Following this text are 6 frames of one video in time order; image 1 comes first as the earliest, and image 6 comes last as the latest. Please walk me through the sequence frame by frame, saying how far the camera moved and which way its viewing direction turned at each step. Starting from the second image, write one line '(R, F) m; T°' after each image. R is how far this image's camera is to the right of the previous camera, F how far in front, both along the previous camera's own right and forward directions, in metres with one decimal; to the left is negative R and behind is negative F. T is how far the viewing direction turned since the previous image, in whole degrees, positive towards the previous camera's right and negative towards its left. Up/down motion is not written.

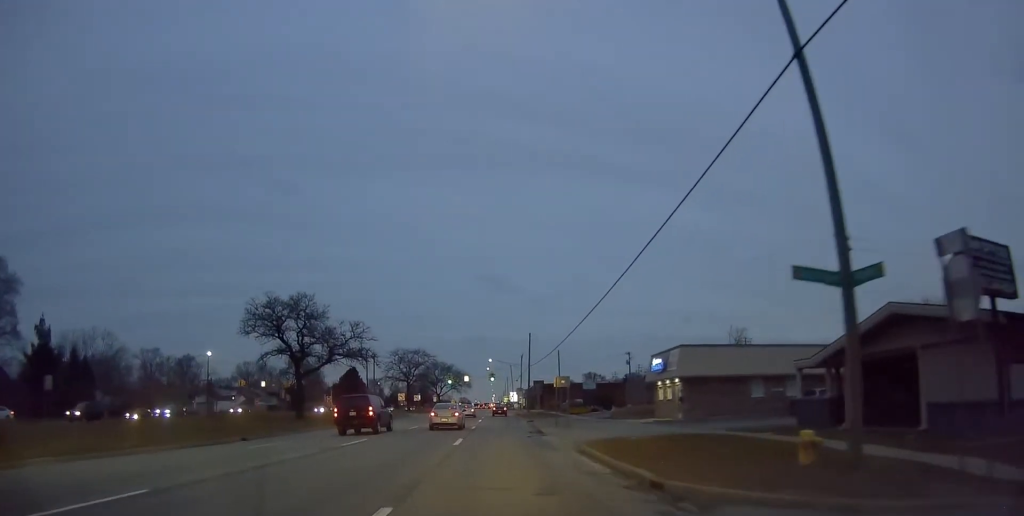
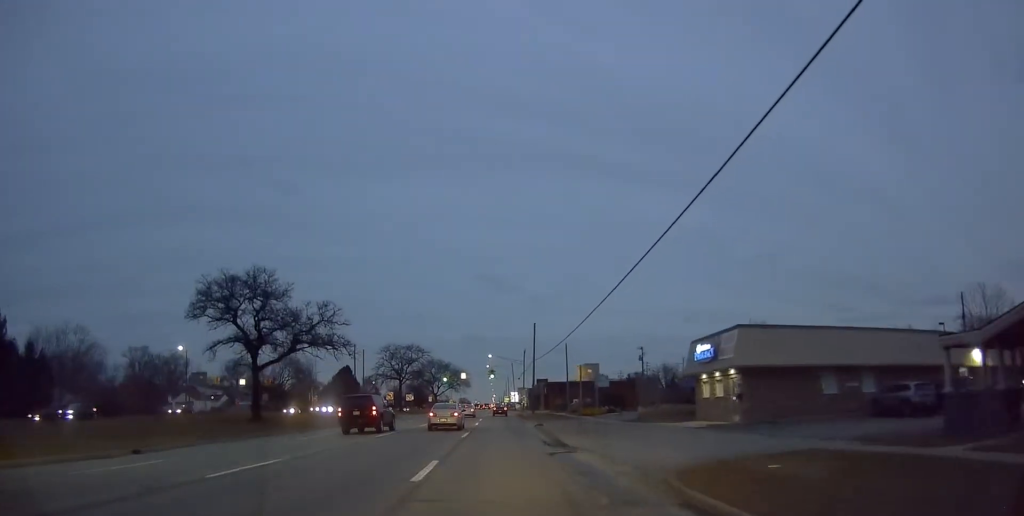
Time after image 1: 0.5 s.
(+0.2, +9.8) m; 0°
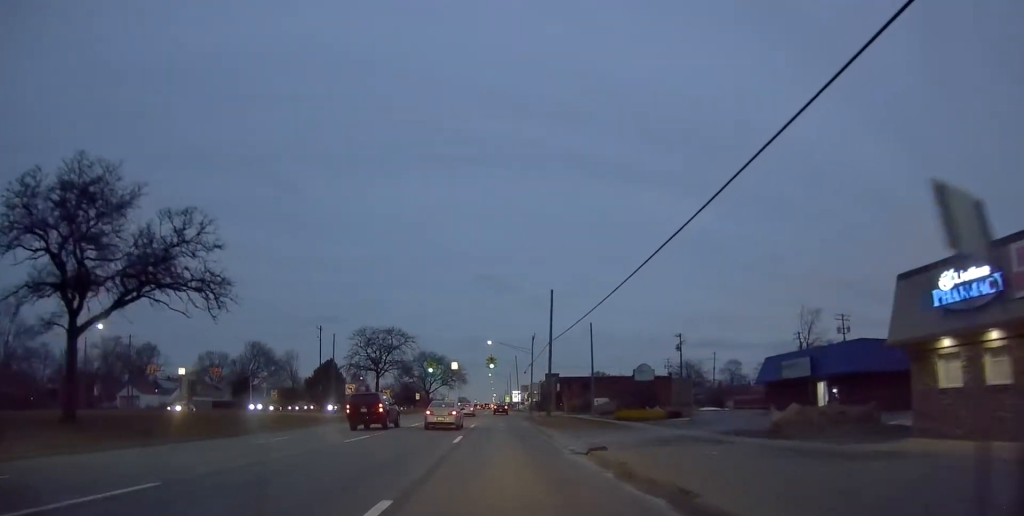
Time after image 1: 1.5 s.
(-0.3, +20.9) m; 0°
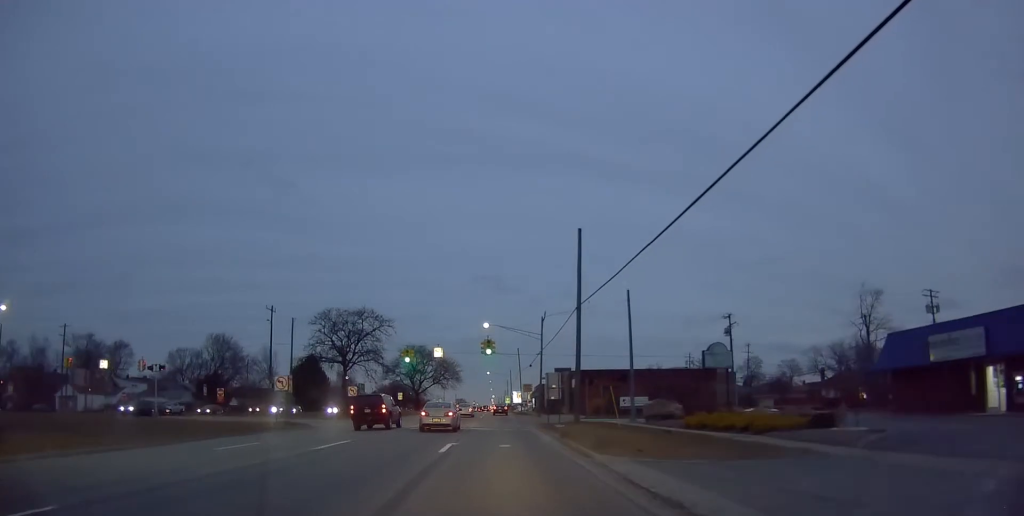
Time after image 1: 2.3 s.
(+0.4, +18.0) m; -1°
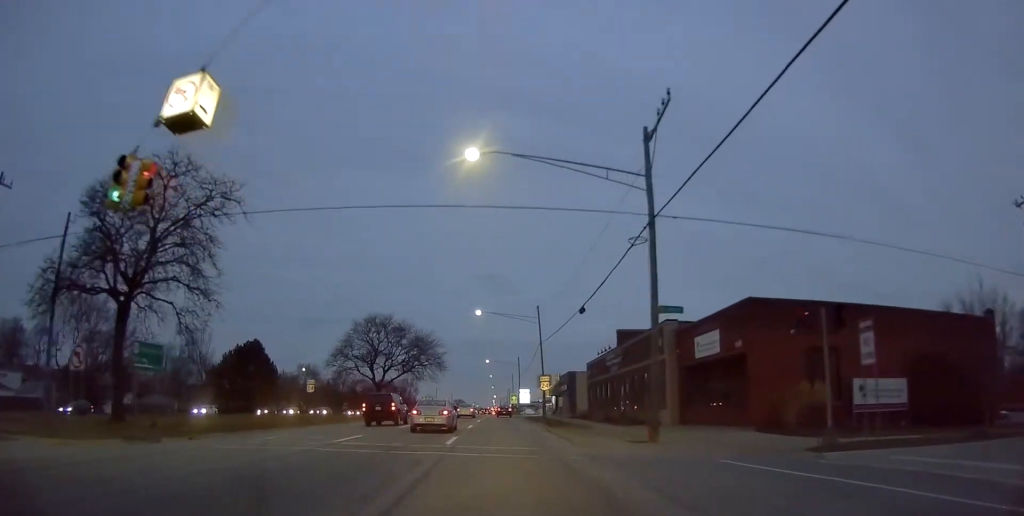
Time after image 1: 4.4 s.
(-0.1, +42.4) m; +2°
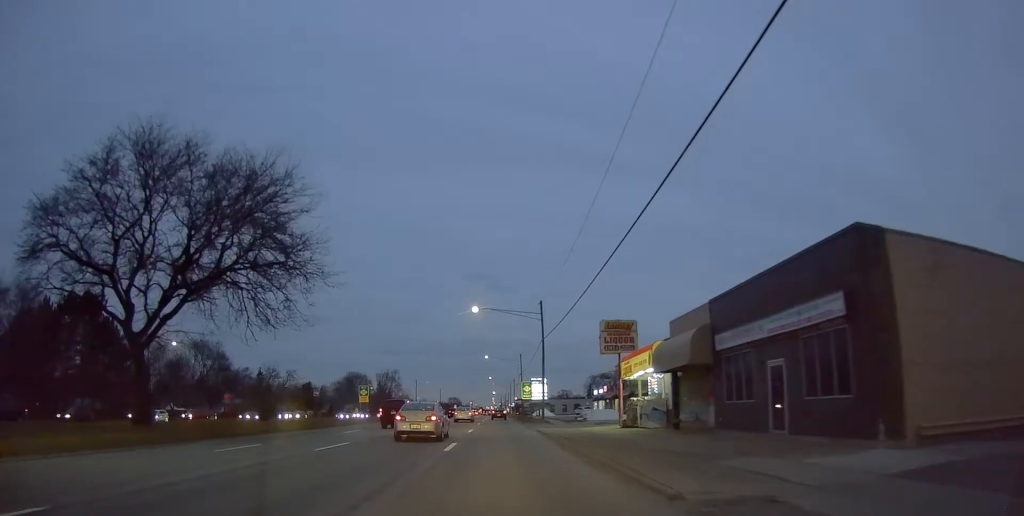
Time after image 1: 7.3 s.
(-0.7, +58.6) m; -2°
